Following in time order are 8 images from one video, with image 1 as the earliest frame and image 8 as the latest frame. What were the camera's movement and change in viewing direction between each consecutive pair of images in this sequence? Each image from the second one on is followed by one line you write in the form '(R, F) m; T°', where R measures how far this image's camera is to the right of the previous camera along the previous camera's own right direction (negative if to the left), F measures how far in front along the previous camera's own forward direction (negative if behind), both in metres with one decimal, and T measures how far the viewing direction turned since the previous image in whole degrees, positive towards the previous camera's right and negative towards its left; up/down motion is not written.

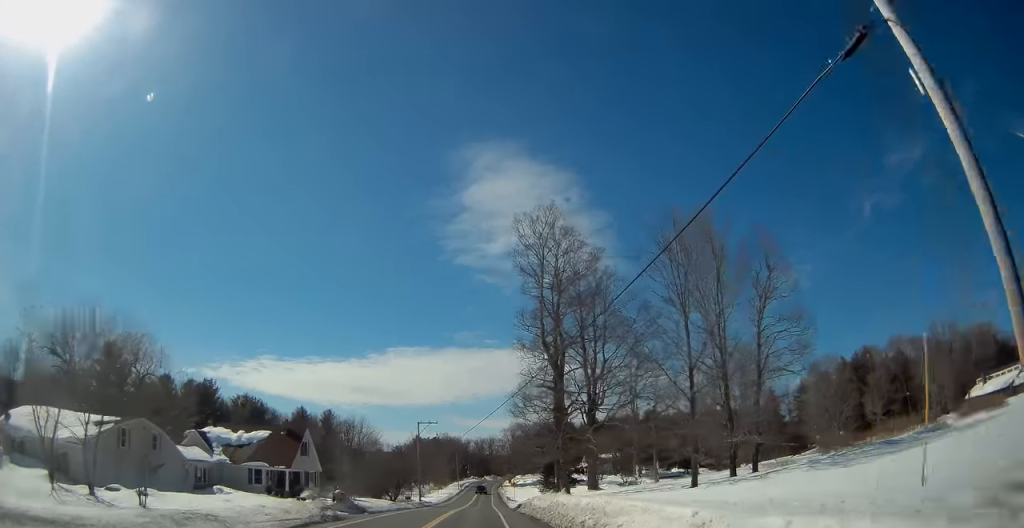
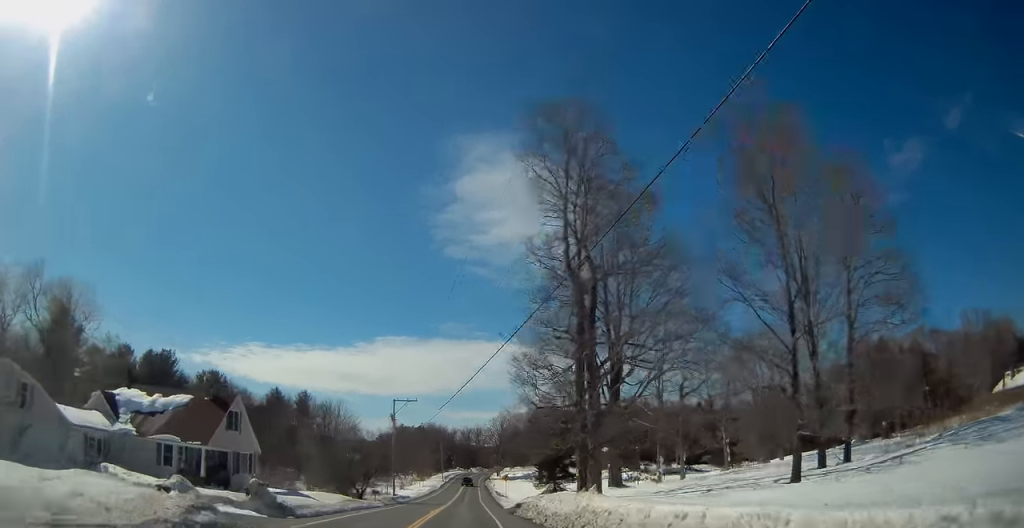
(0.0, +12.2) m; +1°
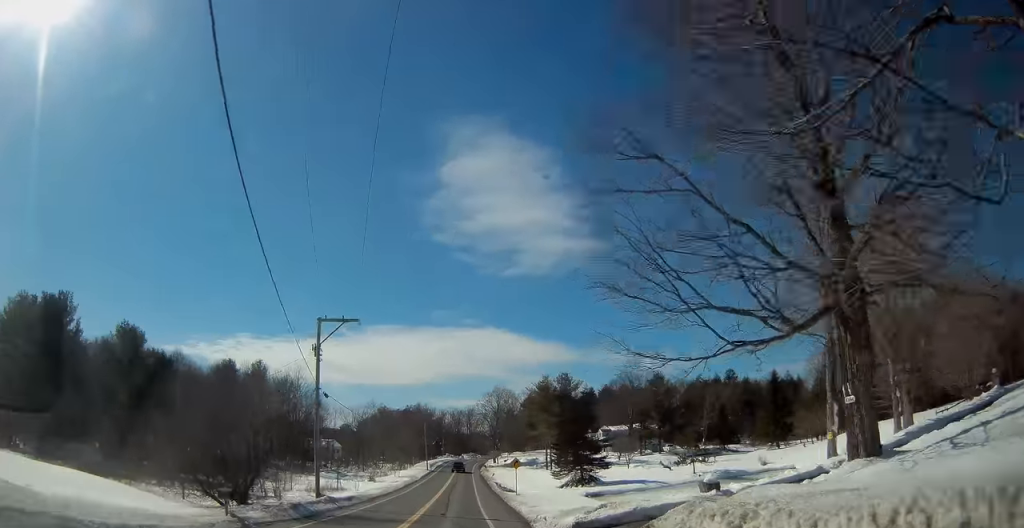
(+0.9, +26.7) m; +2°
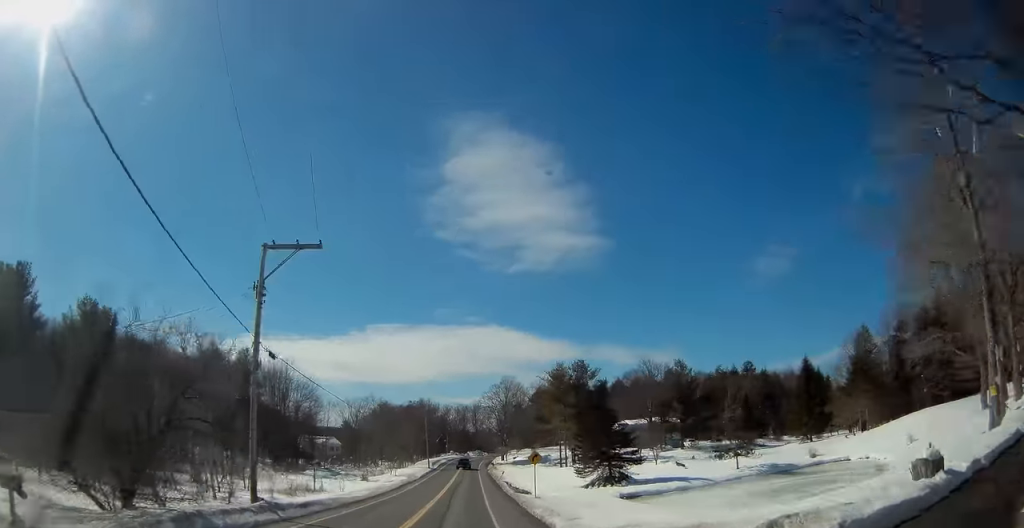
(+0.1, +10.1) m; 0°
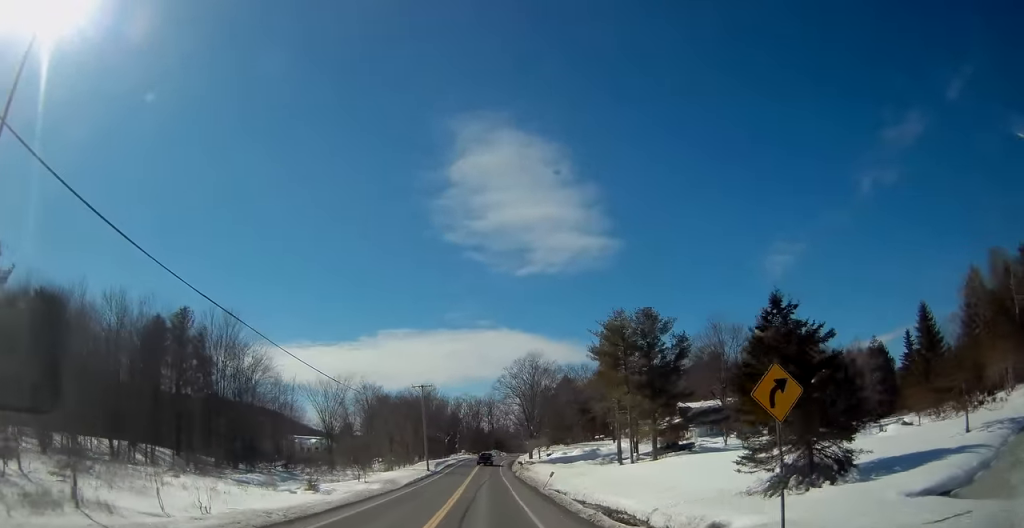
(-0.3, +30.6) m; 0°
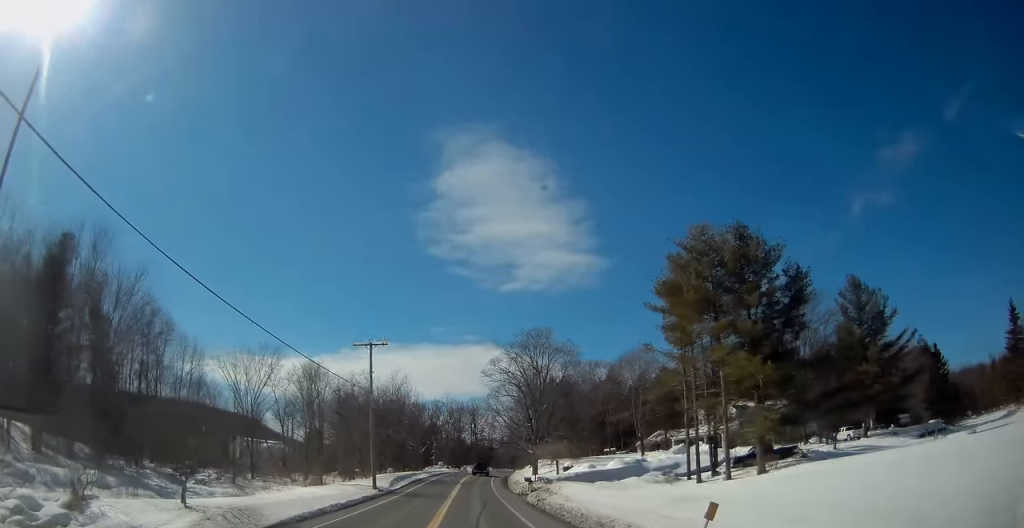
(+0.1, +28.8) m; +1°
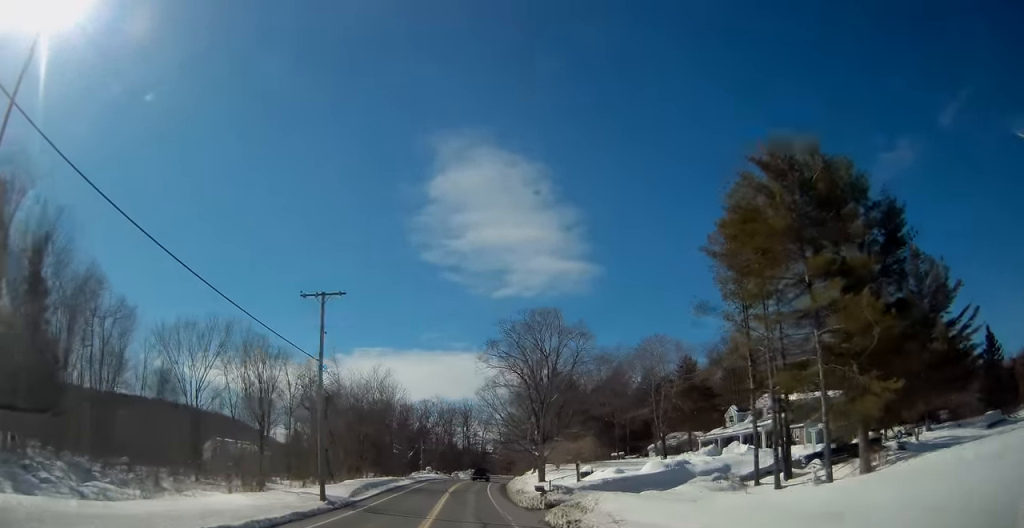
(0.0, +11.8) m; +1°
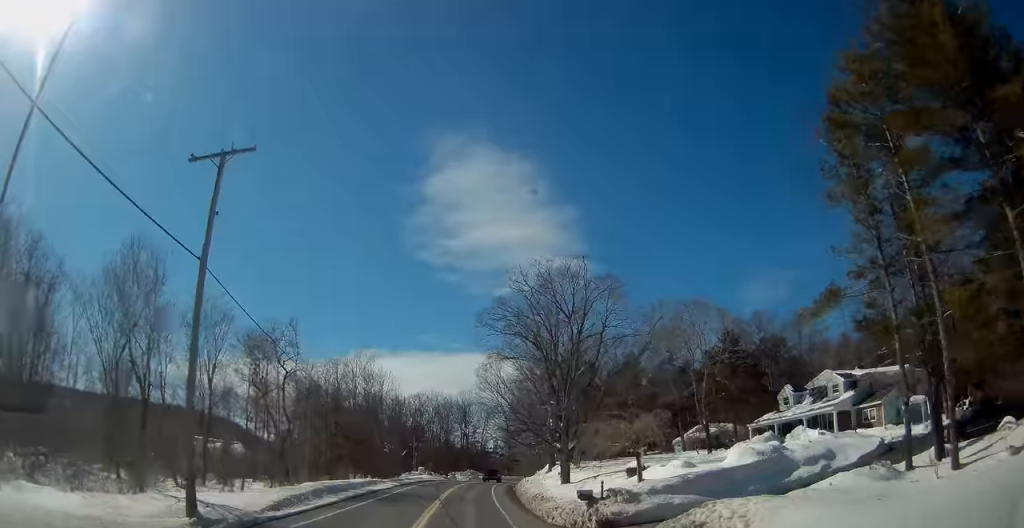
(+0.3, +12.8) m; +1°
